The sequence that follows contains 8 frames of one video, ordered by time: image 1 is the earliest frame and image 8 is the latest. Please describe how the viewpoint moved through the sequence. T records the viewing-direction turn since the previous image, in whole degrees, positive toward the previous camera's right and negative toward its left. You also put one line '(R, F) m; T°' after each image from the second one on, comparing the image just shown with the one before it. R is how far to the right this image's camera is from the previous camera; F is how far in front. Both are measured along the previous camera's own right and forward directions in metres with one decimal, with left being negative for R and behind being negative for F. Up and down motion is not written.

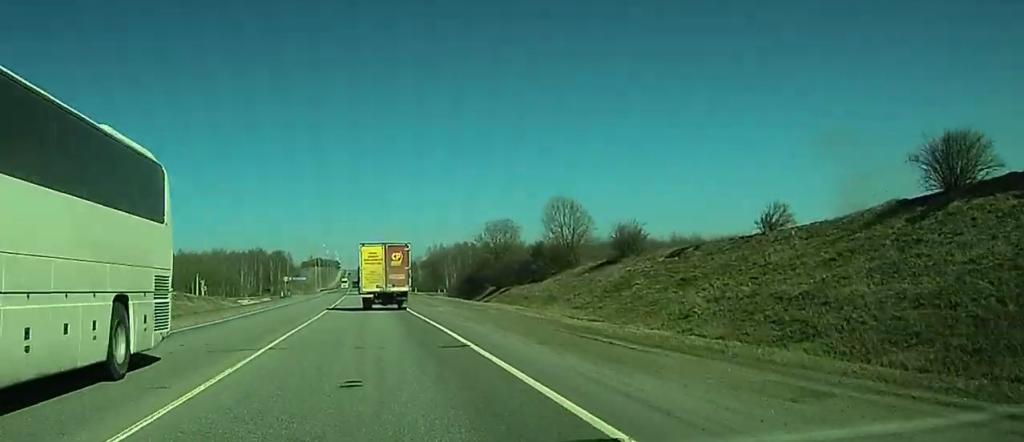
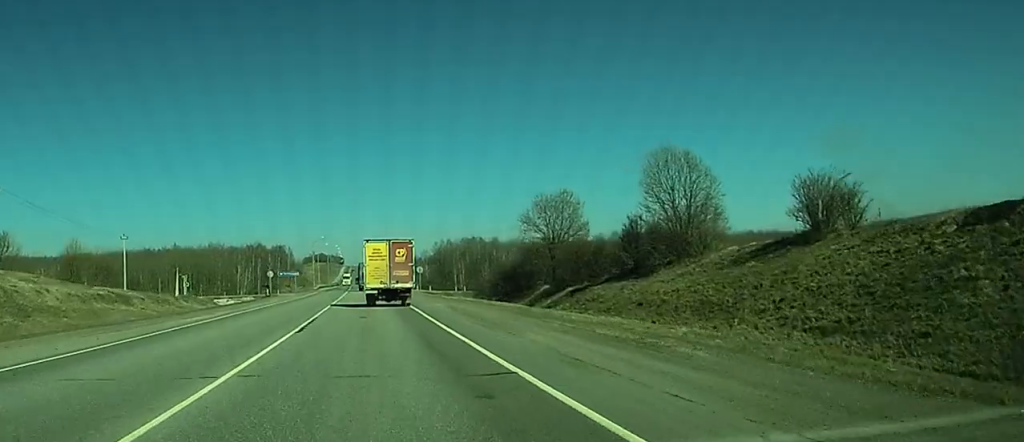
(-0.1, +22.7) m; 0°
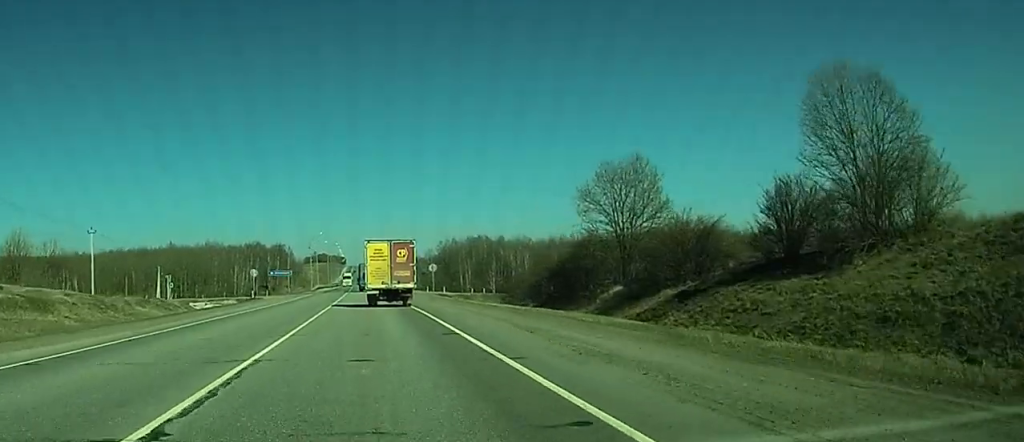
(0.0, +16.2) m; 0°
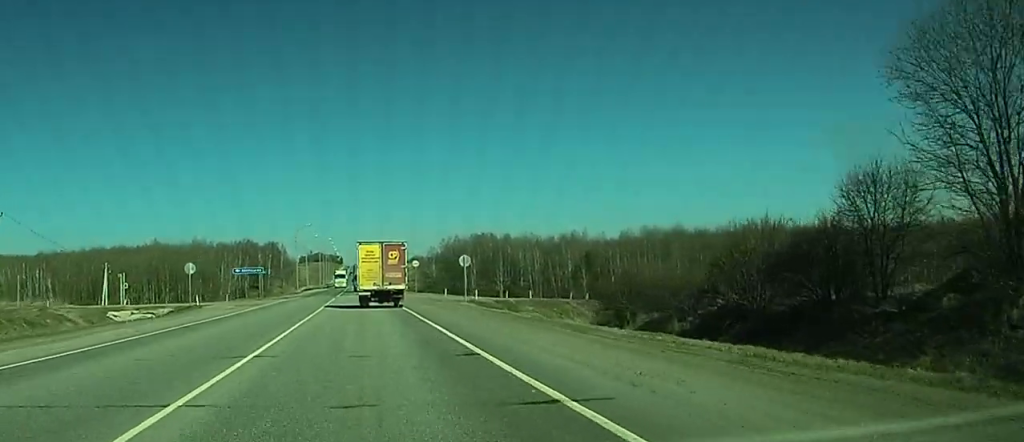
(0.0, +28.8) m; 0°
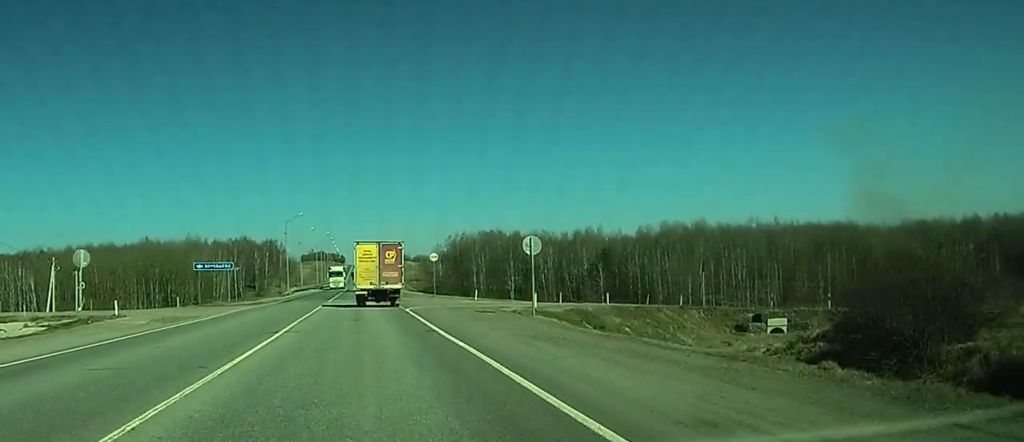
(-0.1, +21.5) m; -1°
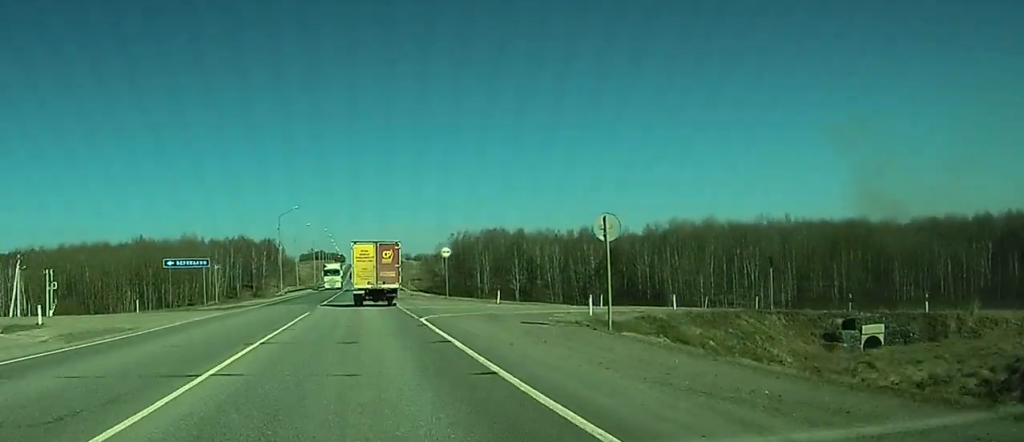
(-0.1, +10.3) m; 0°
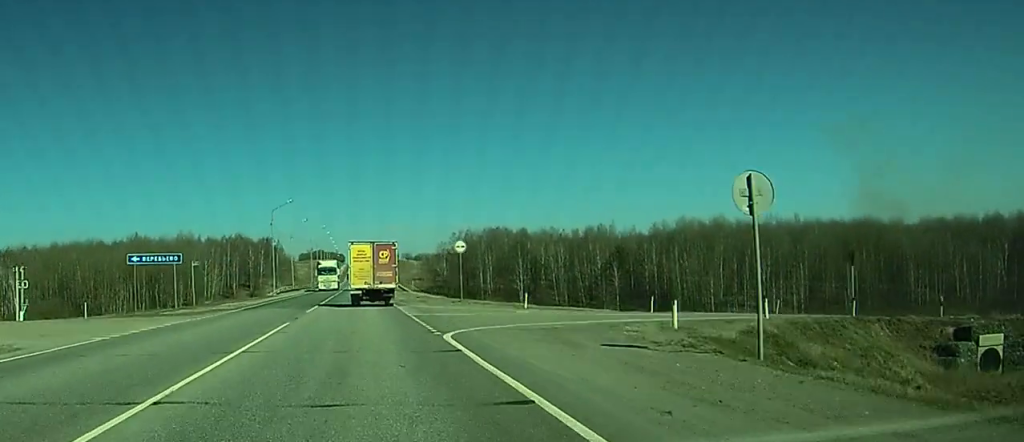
(0.0, +8.8) m; 0°
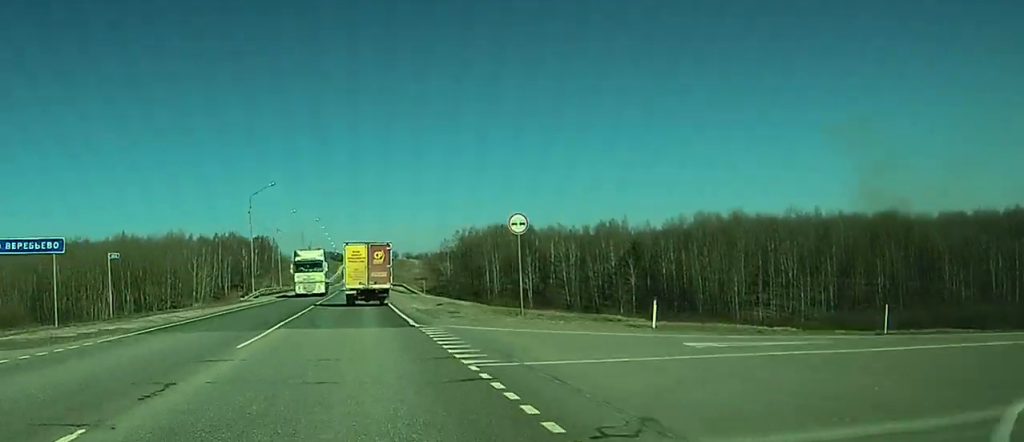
(0.0, +19.1) m; 0°
